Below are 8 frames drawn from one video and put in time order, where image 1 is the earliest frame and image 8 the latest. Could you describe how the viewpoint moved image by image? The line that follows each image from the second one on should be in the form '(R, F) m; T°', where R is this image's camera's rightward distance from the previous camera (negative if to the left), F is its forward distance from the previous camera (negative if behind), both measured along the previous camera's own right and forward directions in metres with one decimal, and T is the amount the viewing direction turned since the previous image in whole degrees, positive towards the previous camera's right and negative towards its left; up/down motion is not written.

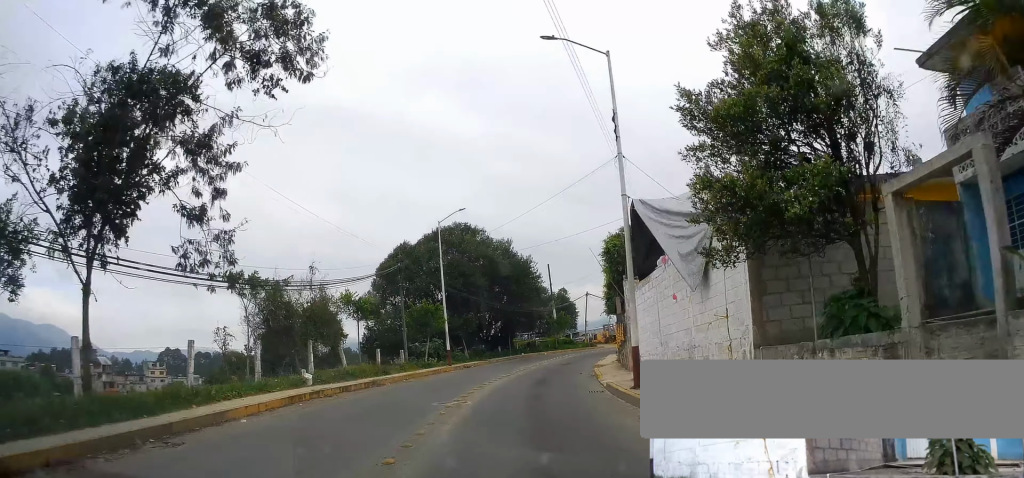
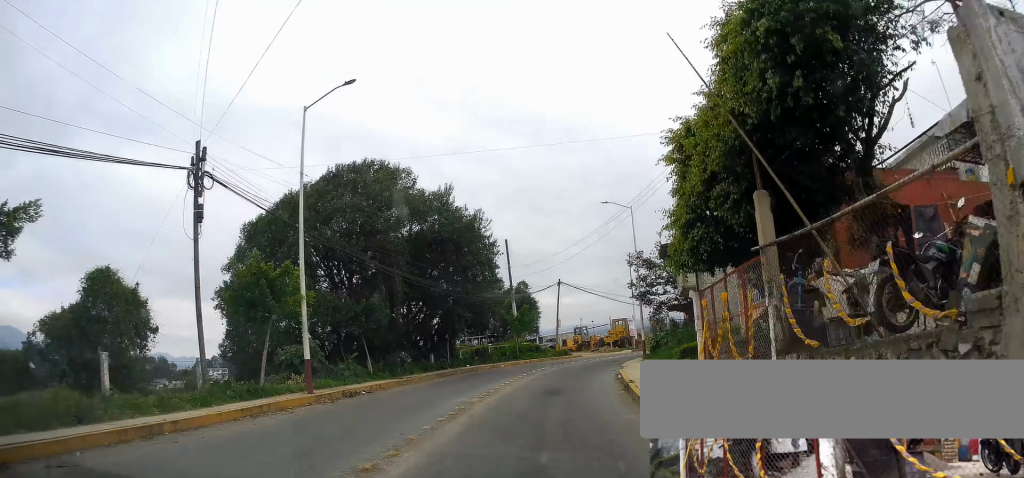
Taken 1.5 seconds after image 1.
(+0.6, +19.4) m; +2°
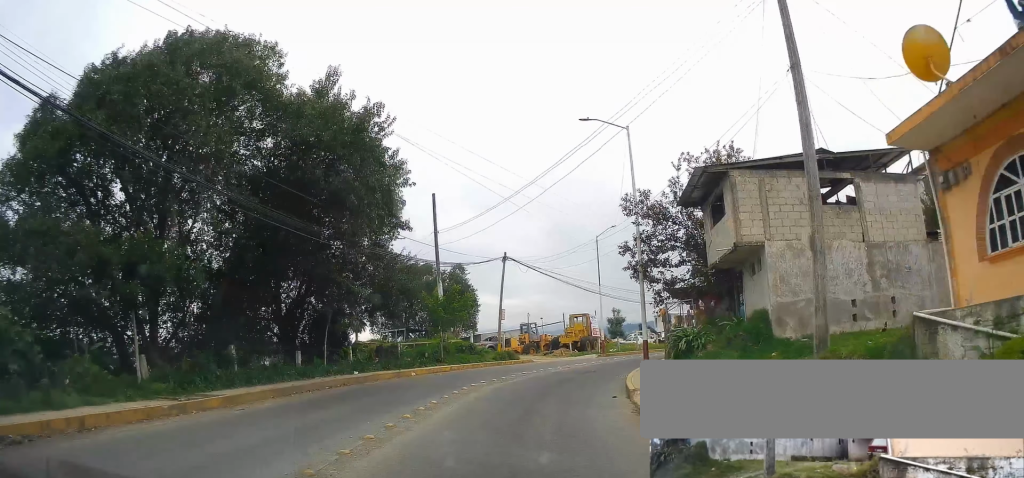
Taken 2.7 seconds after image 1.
(-0.1, +13.9) m; +5°
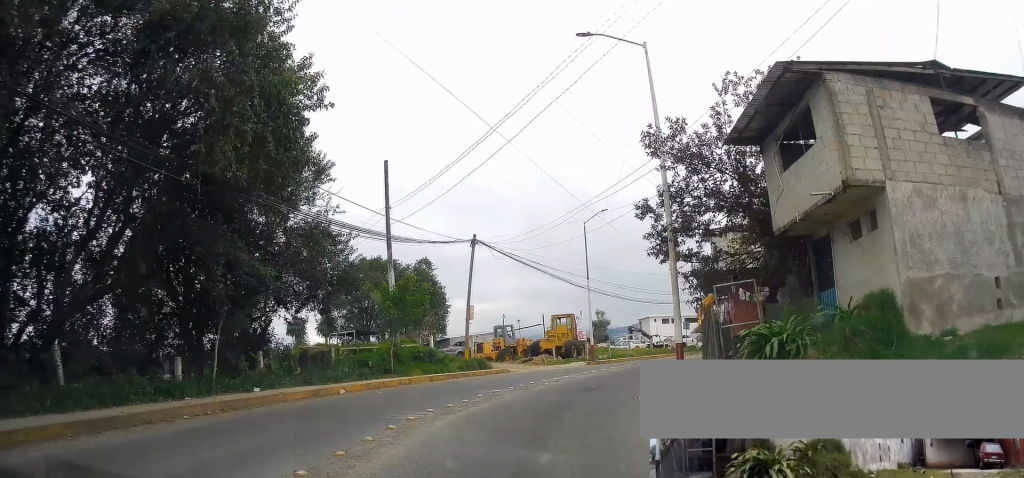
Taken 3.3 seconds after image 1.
(+0.4, +7.6) m; +5°
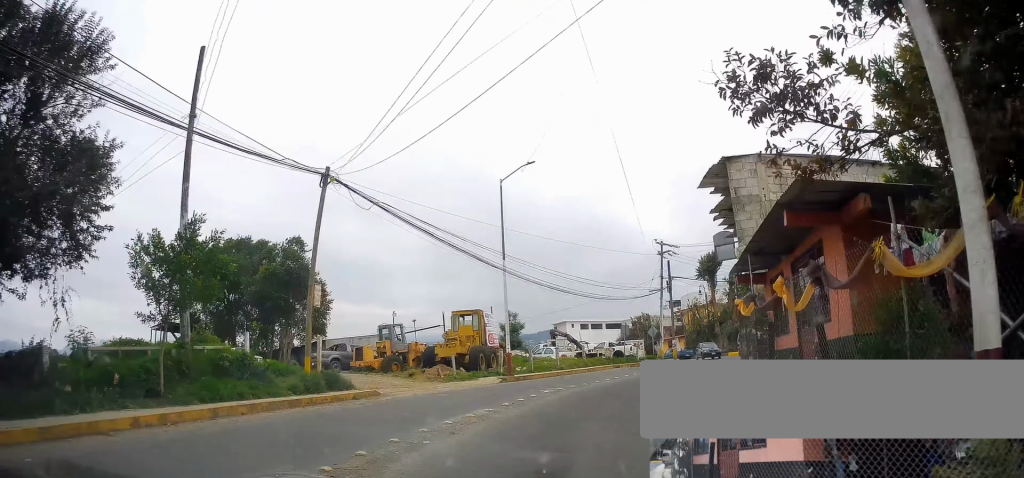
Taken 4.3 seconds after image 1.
(+1.1, +11.2) m; +5°
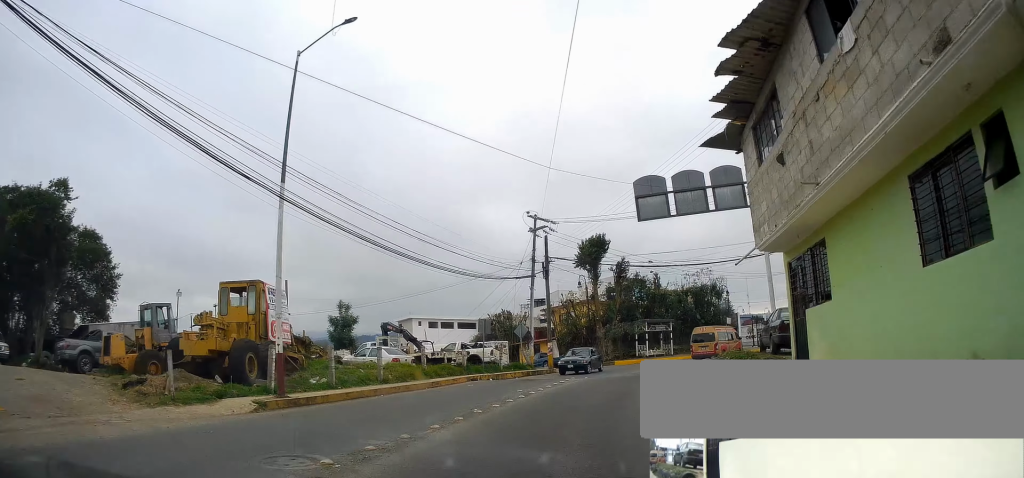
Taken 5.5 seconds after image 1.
(-0.1, +12.9) m; +6°
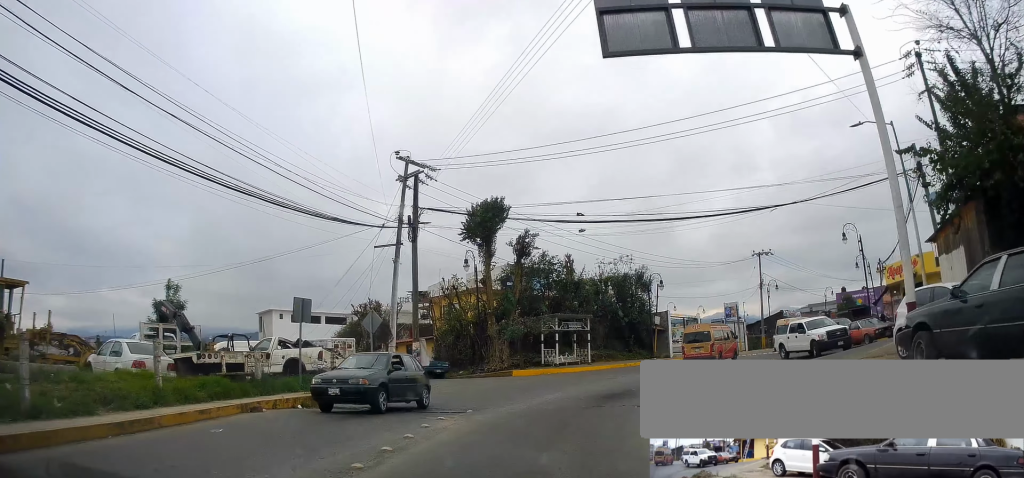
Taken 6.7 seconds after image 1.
(+2.0, +12.5) m; +16°
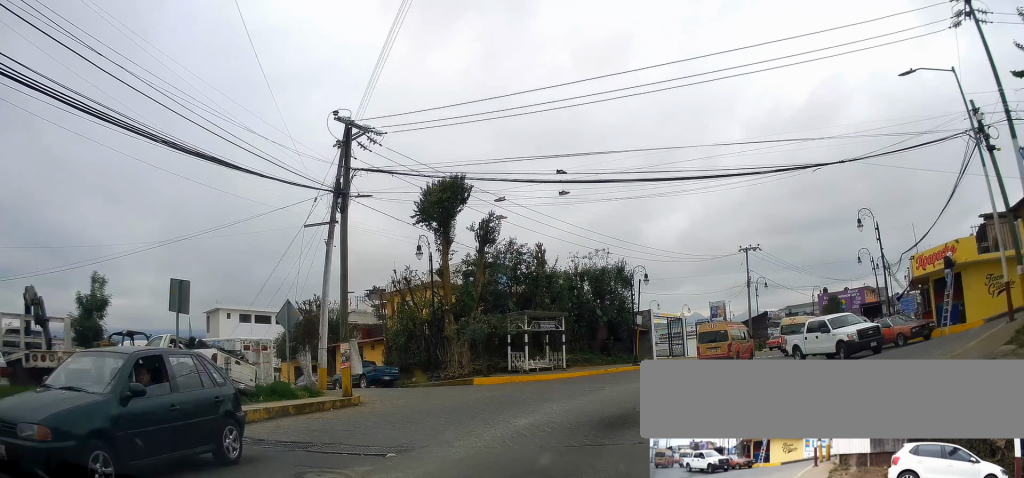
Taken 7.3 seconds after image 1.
(+0.3, +5.8) m; +5°
